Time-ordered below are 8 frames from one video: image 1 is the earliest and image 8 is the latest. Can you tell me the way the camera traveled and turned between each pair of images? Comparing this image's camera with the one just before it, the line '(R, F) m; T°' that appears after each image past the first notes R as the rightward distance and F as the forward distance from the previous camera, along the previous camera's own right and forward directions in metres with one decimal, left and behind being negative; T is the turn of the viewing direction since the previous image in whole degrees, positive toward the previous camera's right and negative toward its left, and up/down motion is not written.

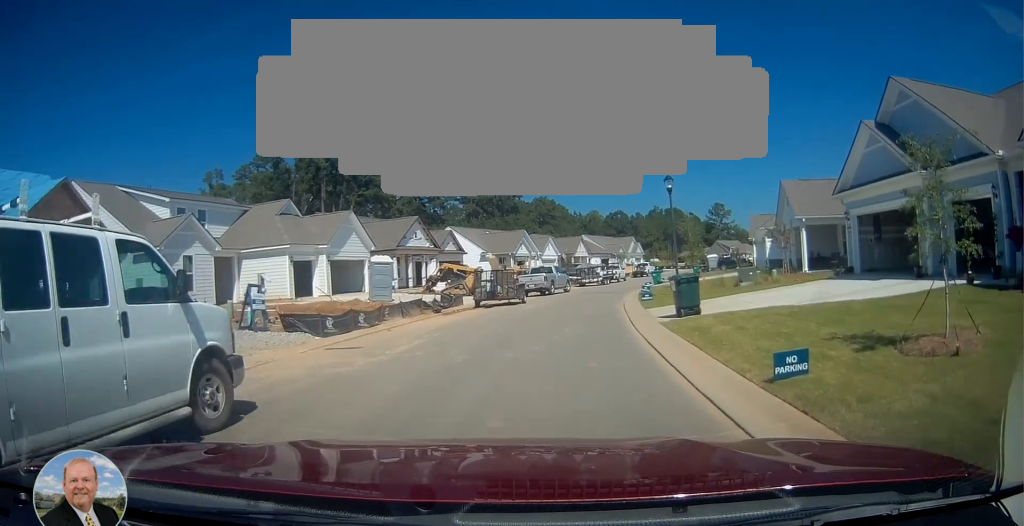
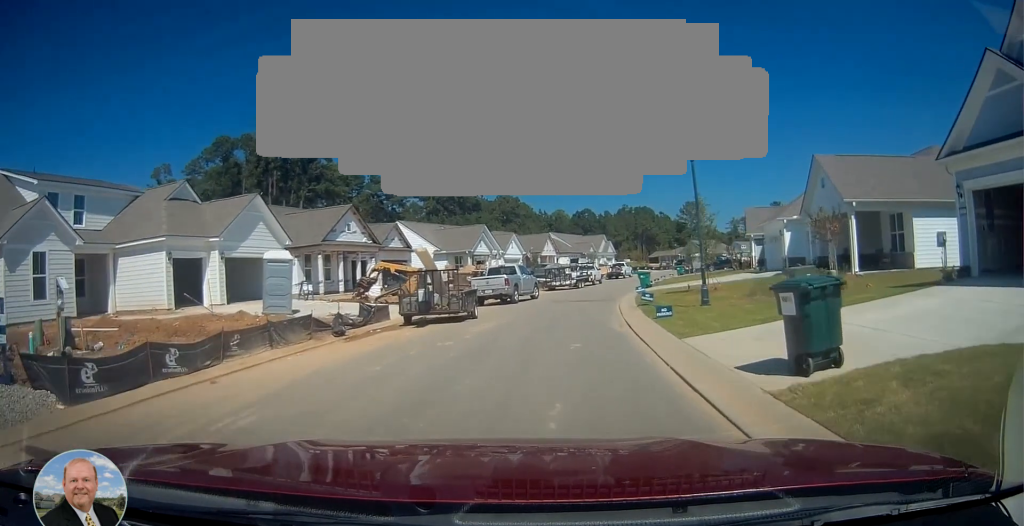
(+0.7, +8.5) m; +6°
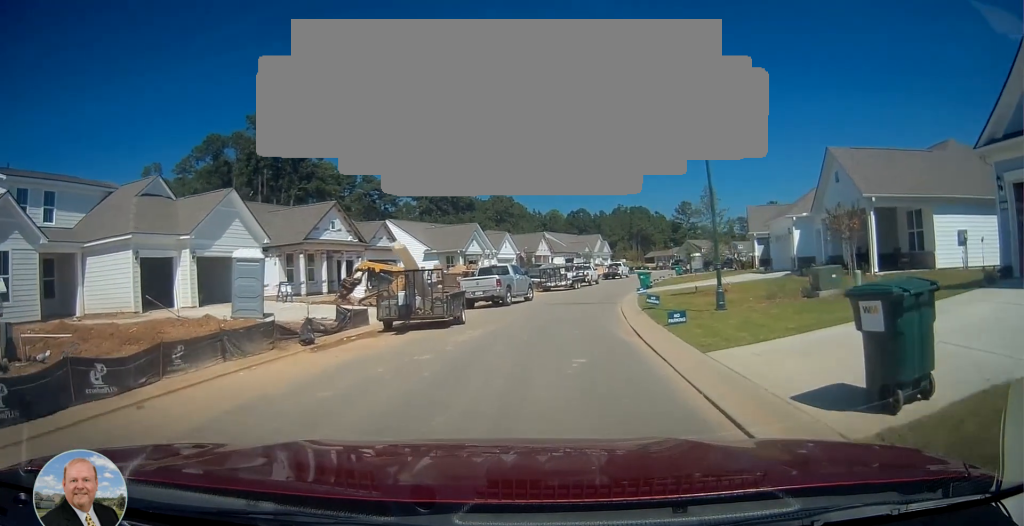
(0.0, +2.0) m; 0°
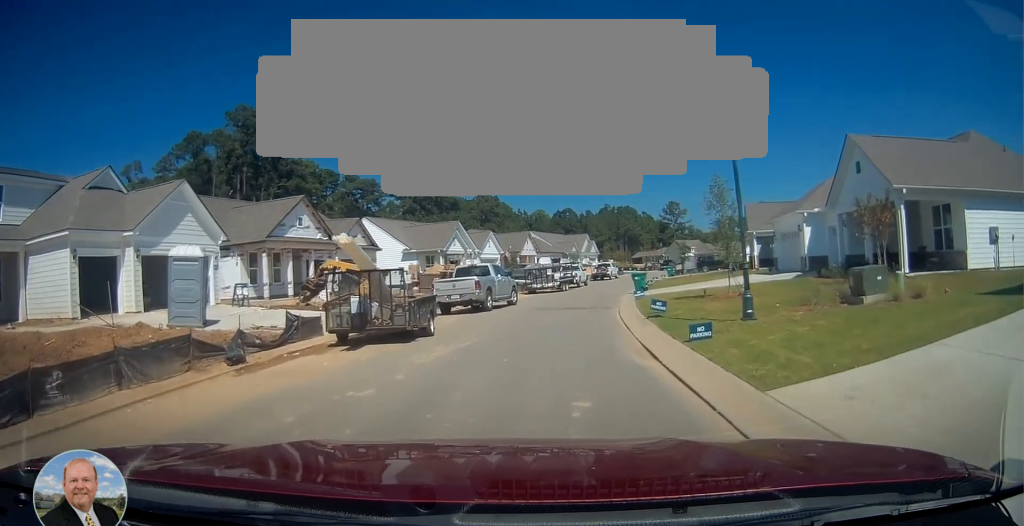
(0.0, +3.1) m; -2°
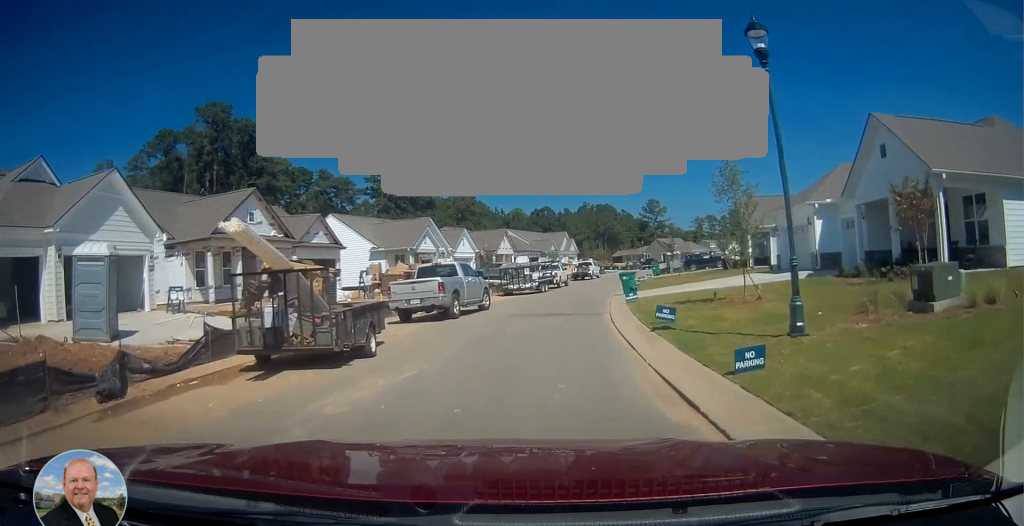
(-0.1, +3.4) m; +1°
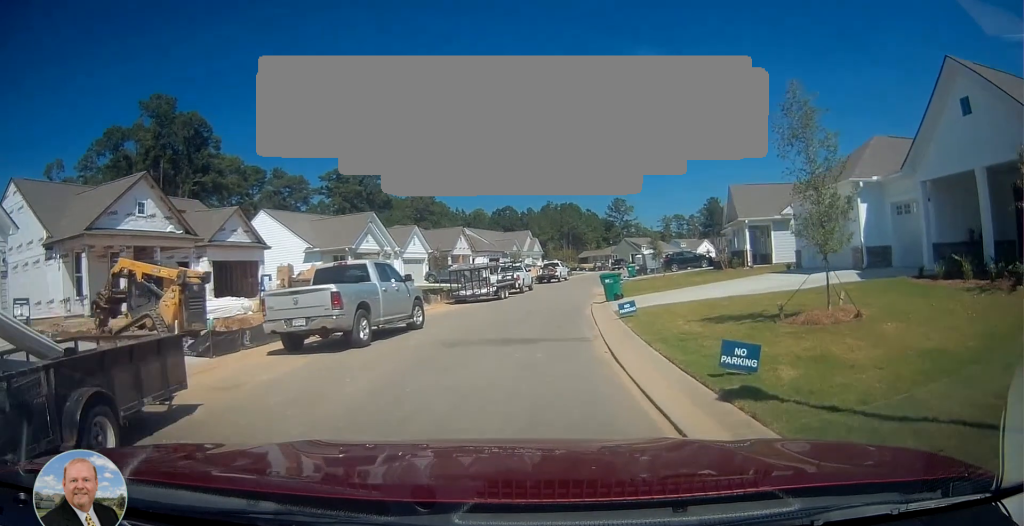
(+0.4, +6.8) m; +8°
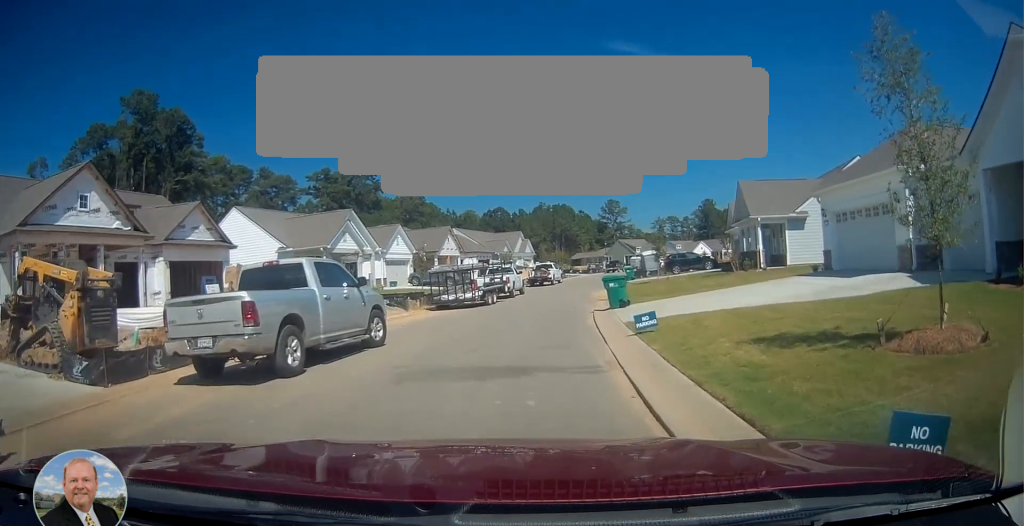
(+0.1, +3.4) m; 0°
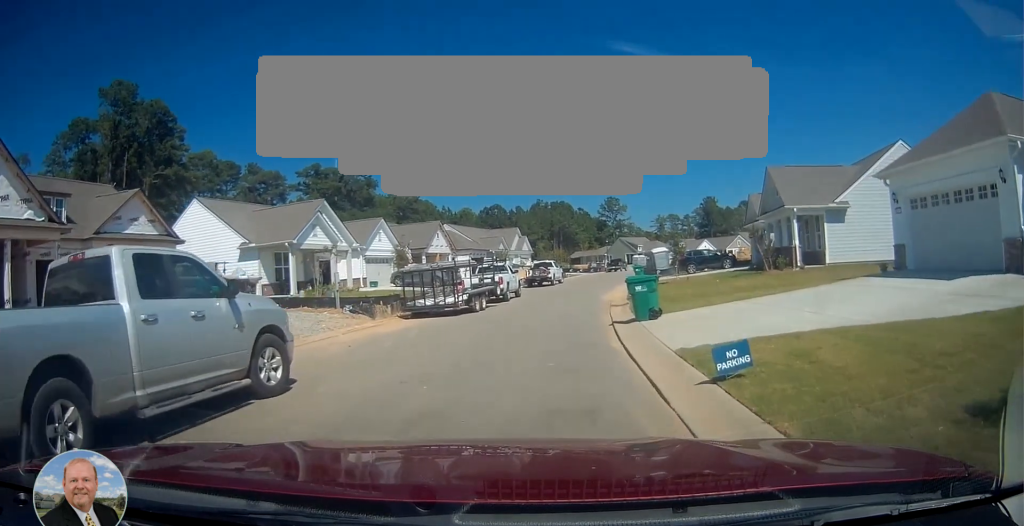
(-0.1, +5.3) m; 0°
